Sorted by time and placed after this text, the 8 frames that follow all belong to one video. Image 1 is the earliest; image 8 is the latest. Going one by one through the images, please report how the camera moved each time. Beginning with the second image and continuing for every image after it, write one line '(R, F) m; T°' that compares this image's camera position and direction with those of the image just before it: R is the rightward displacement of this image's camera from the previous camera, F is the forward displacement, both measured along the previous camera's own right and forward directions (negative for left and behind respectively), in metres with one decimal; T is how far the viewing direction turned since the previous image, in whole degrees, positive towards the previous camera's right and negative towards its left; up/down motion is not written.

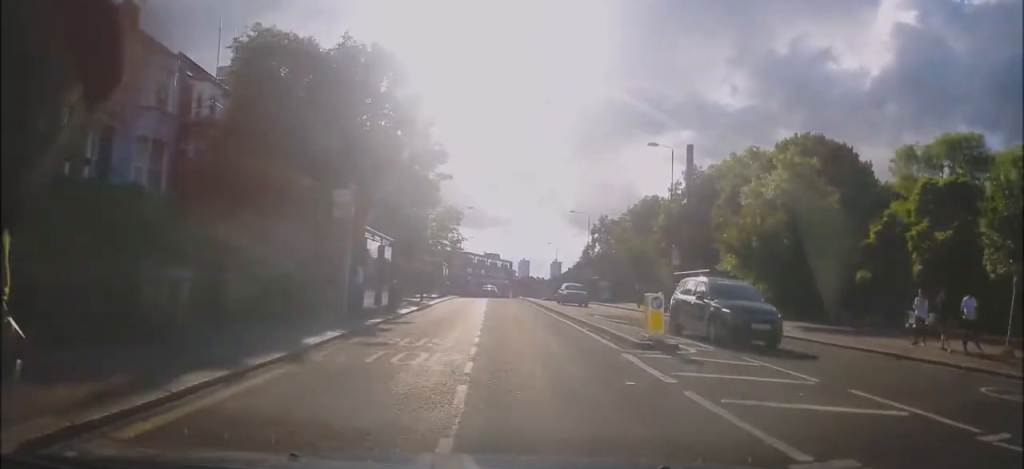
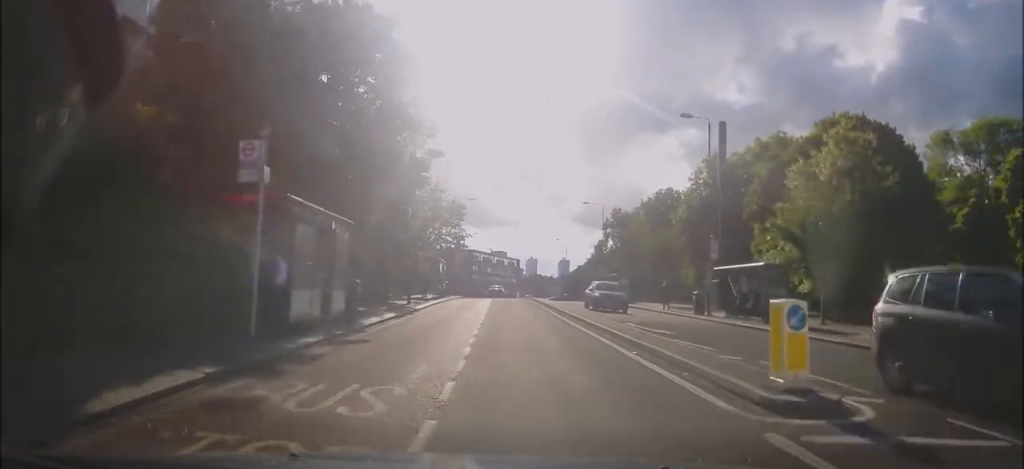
(+0.1, +6.0) m; -2°
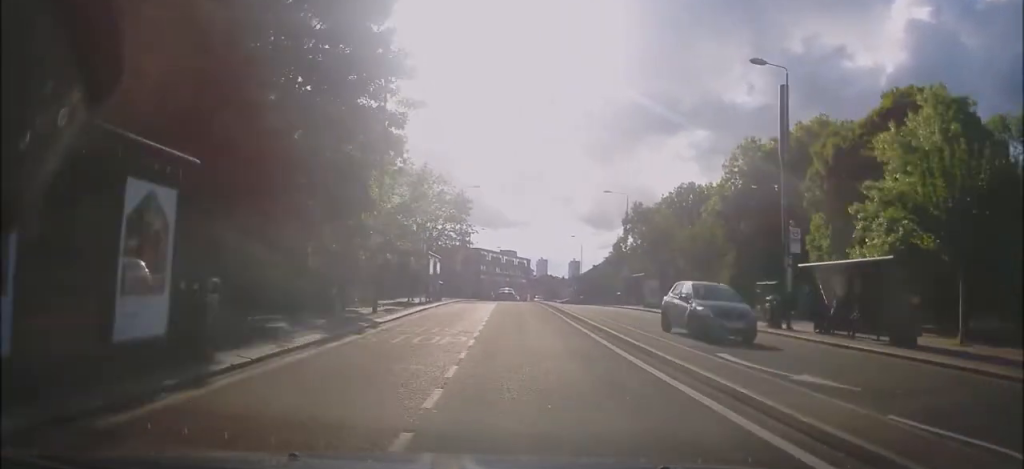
(-0.3, +8.2) m; -2°
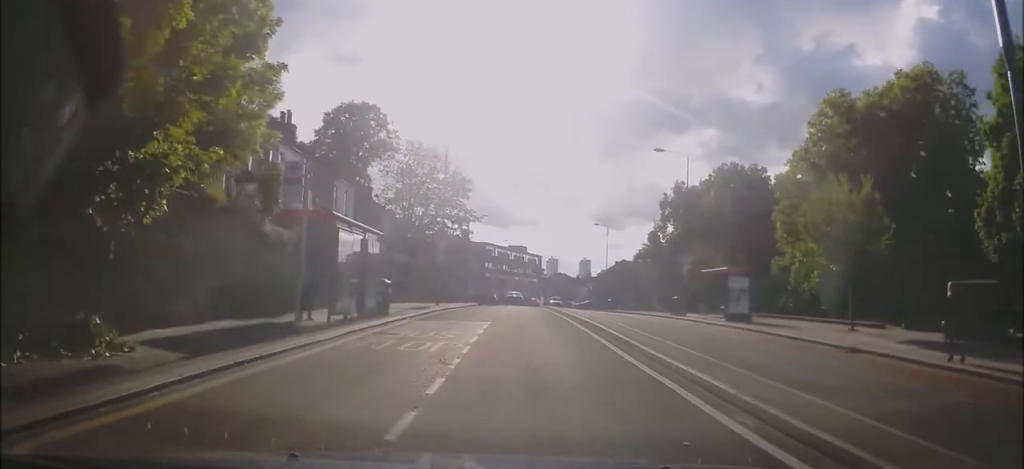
(-0.4, +17.0) m; -1°
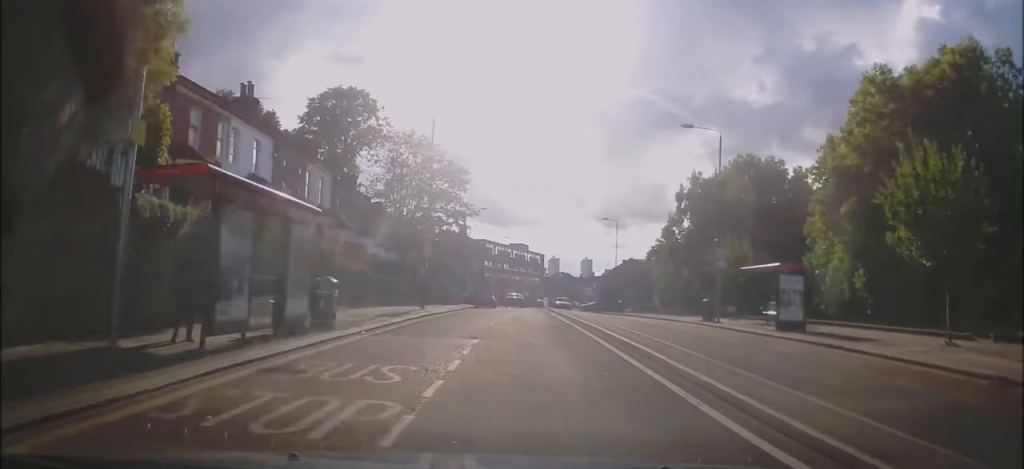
(0.0, +6.1) m; 0°
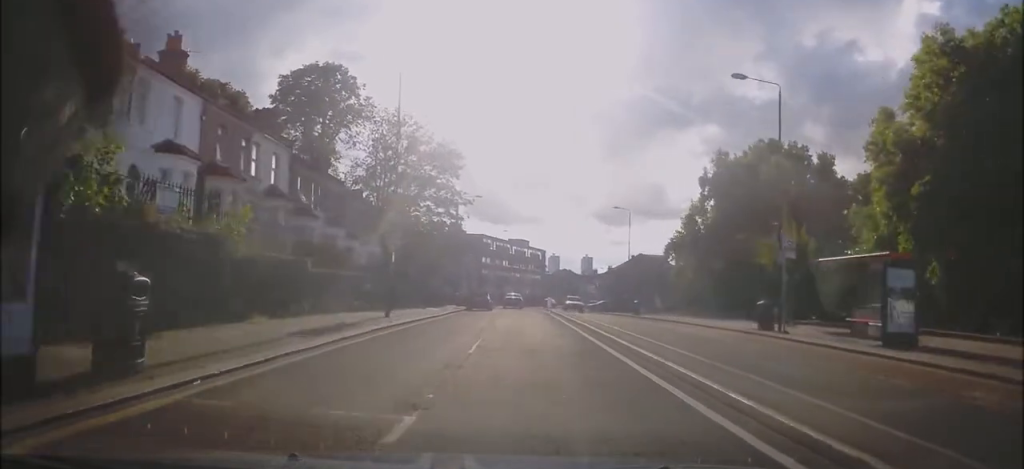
(0.0, +7.9) m; 0°
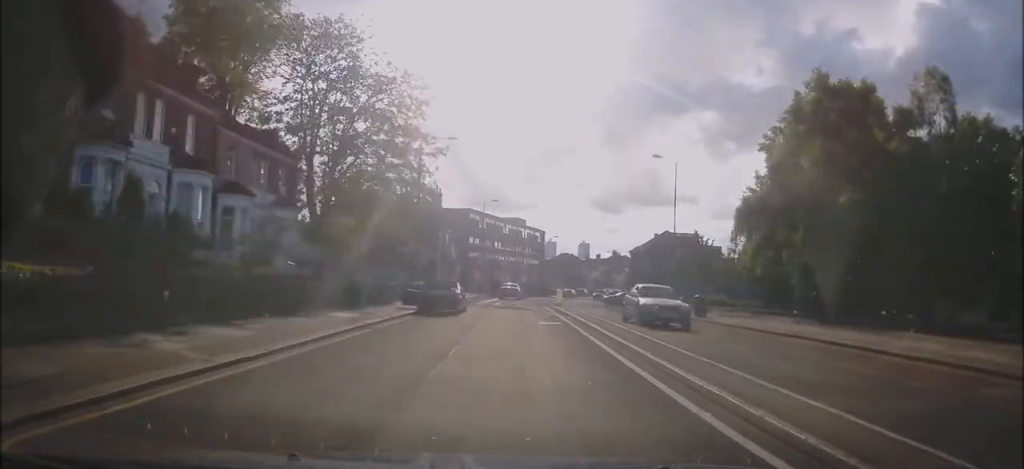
(0.0, +19.0) m; 0°
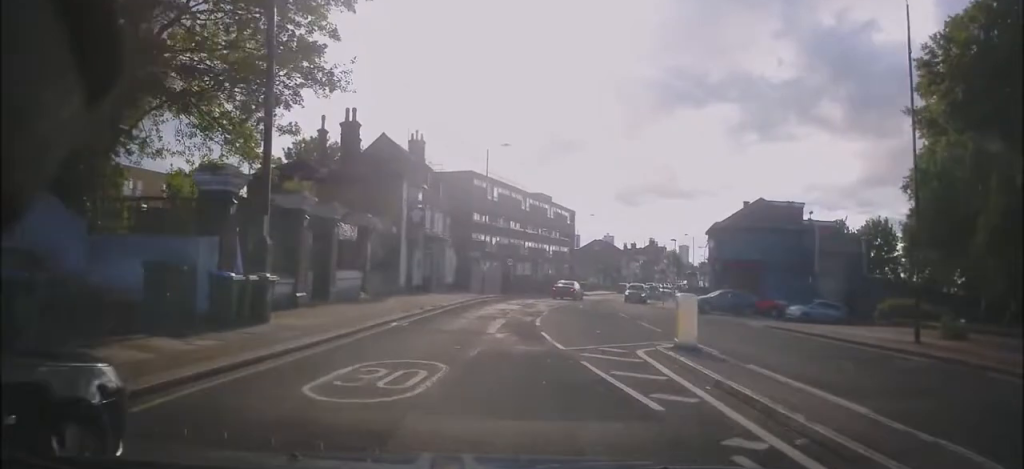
(0.0, +24.7) m; 0°
